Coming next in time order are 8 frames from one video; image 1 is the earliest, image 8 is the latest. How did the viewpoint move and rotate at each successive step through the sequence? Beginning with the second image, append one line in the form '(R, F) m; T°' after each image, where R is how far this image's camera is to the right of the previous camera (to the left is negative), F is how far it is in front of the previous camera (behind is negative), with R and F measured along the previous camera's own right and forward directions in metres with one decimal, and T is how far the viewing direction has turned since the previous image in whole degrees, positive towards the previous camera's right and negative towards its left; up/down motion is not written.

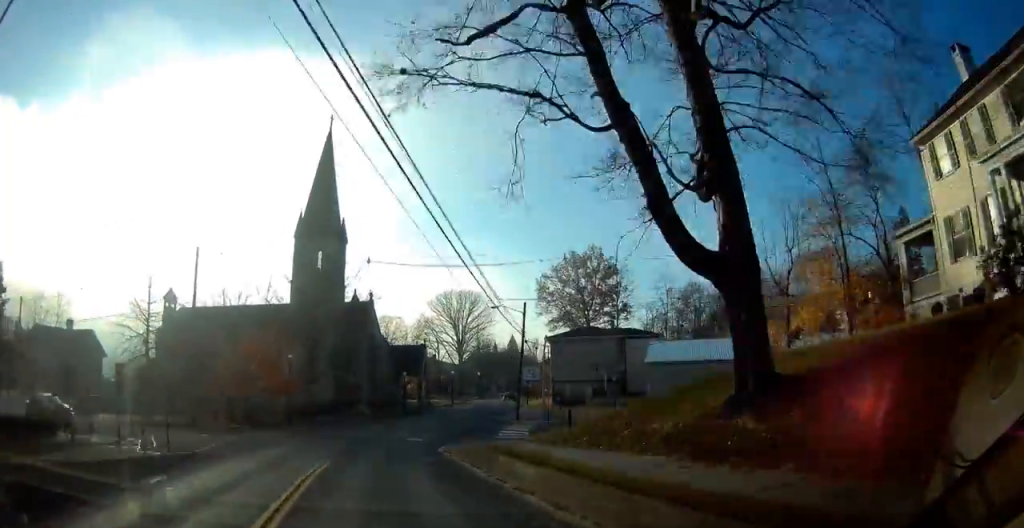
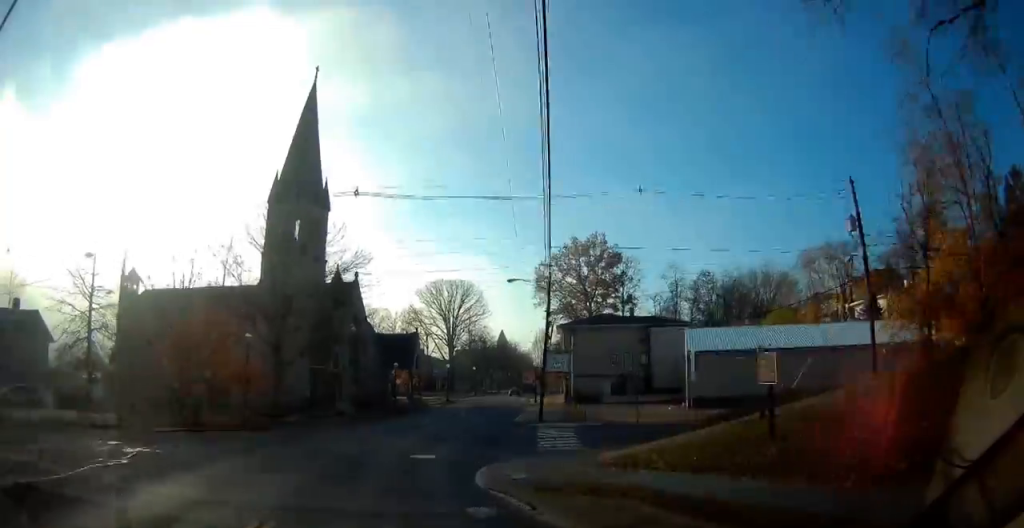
(+0.3, +10.6) m; +1°
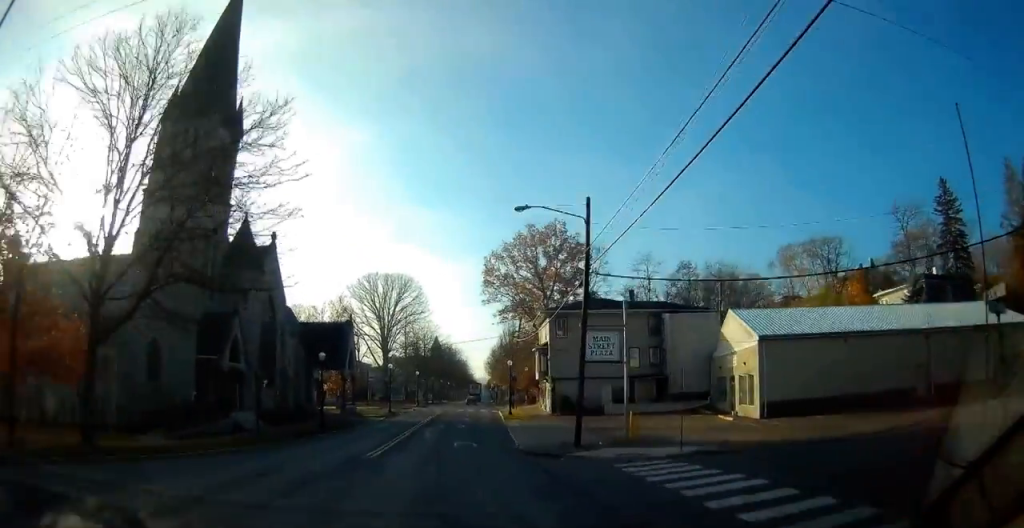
(+0.6, +17.6) m; +6°
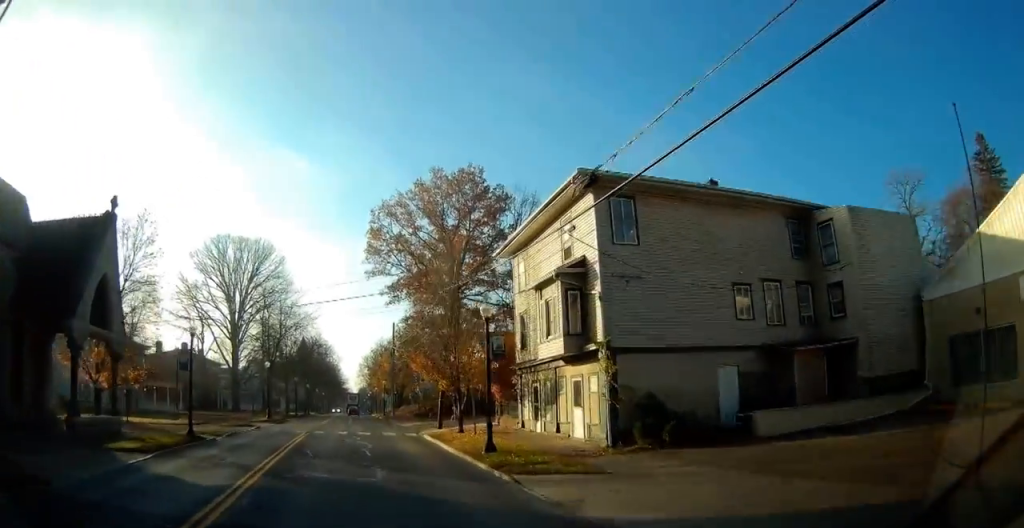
(+3.9, +31.0) m; +14°
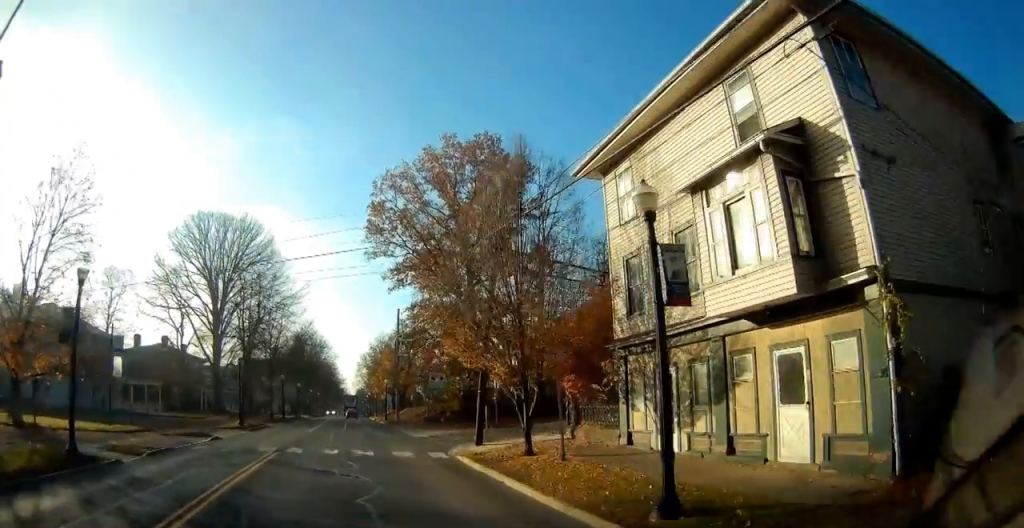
(+0.2, +10.8) m; +1°
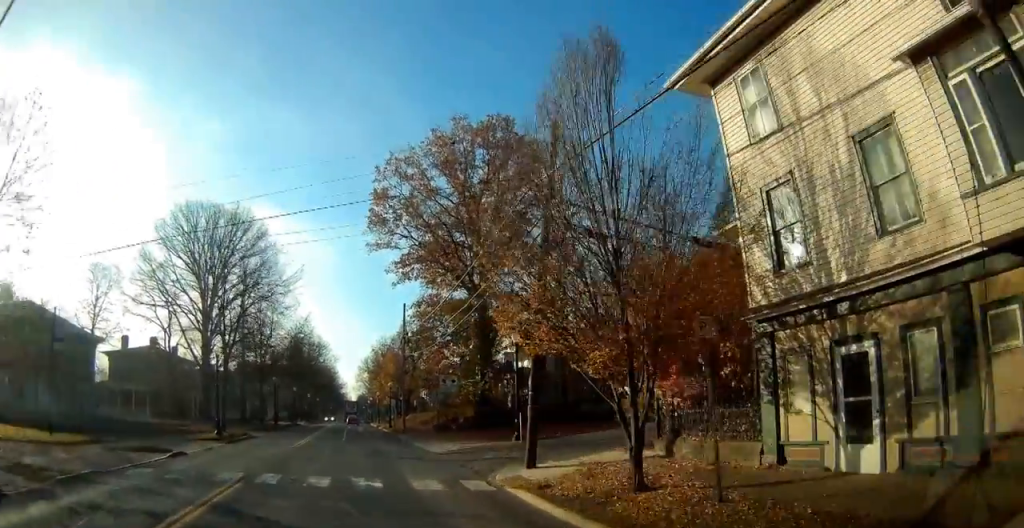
(0.0, +6.3) m; 0°
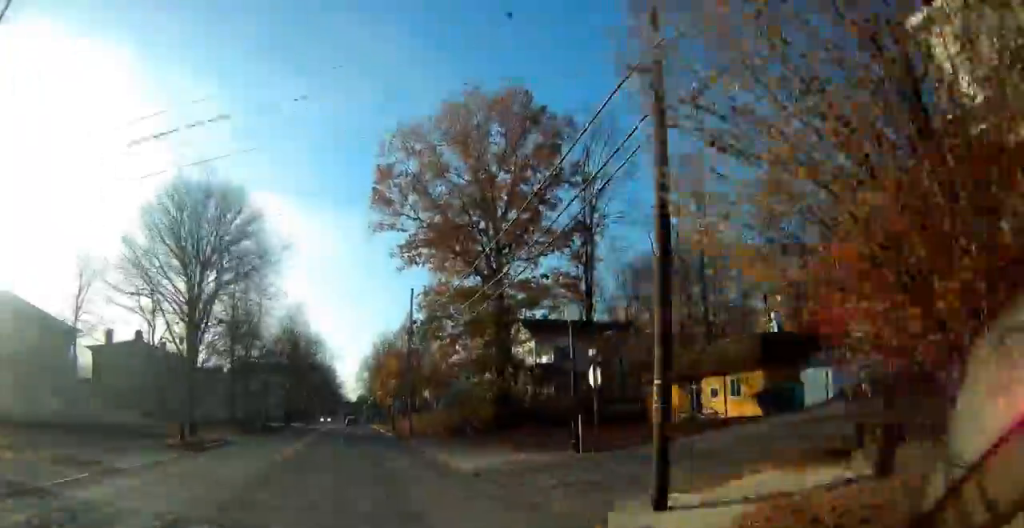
(0.0, +6.9) m; 0°
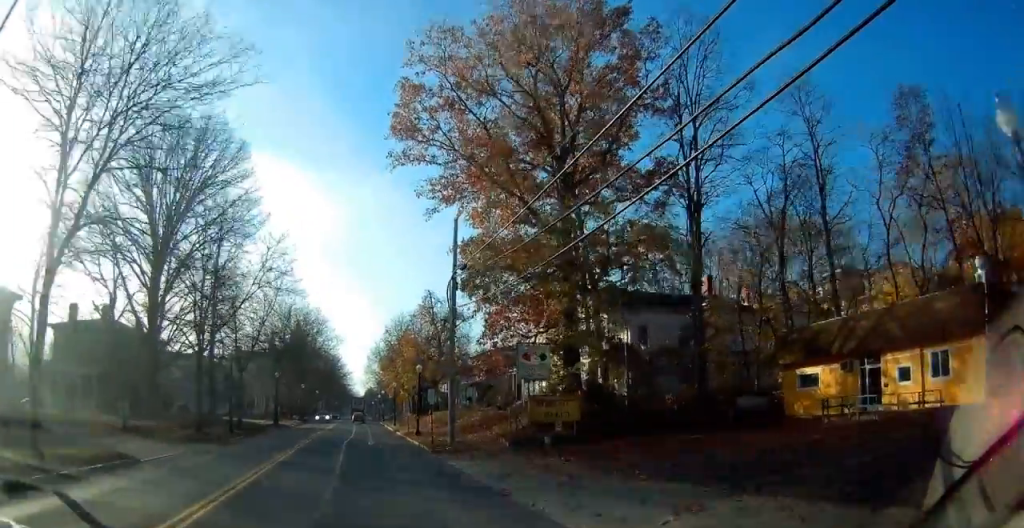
(-0.1, +14.8) m; -1°
